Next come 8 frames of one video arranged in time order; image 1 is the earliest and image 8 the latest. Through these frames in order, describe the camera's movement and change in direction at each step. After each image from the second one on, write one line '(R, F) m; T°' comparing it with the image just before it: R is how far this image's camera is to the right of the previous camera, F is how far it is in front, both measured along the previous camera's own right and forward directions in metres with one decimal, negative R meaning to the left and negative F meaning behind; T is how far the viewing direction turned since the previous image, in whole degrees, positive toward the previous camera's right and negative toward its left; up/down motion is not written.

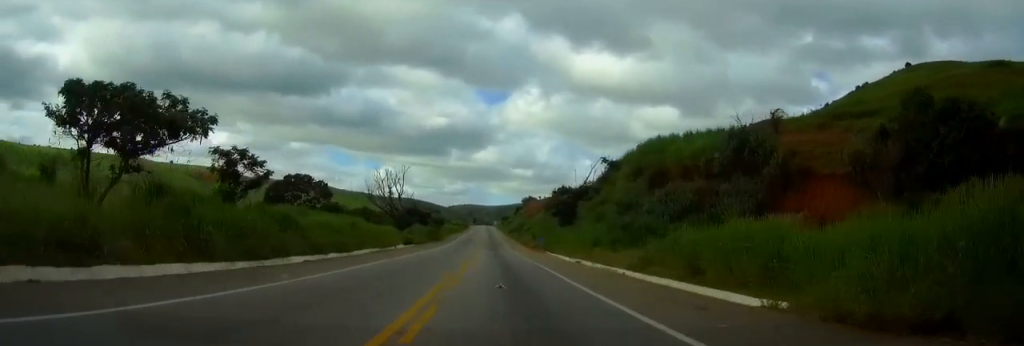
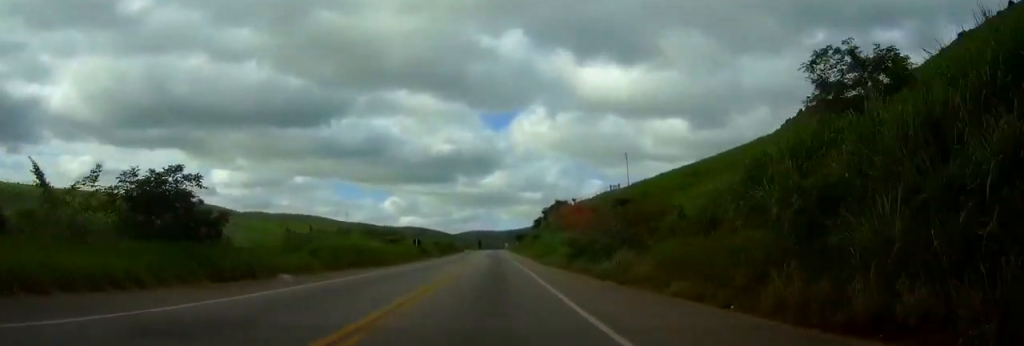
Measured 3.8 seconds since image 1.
(-0.9, +113.2) m; -1°
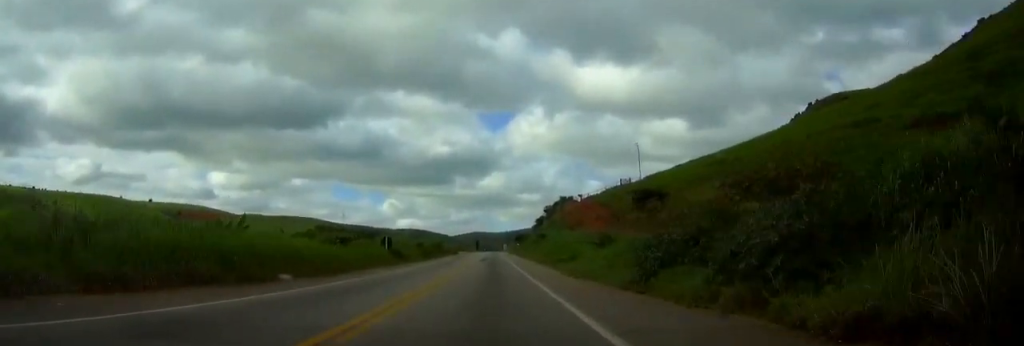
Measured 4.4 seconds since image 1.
(0.0, +19.6) m; 0°
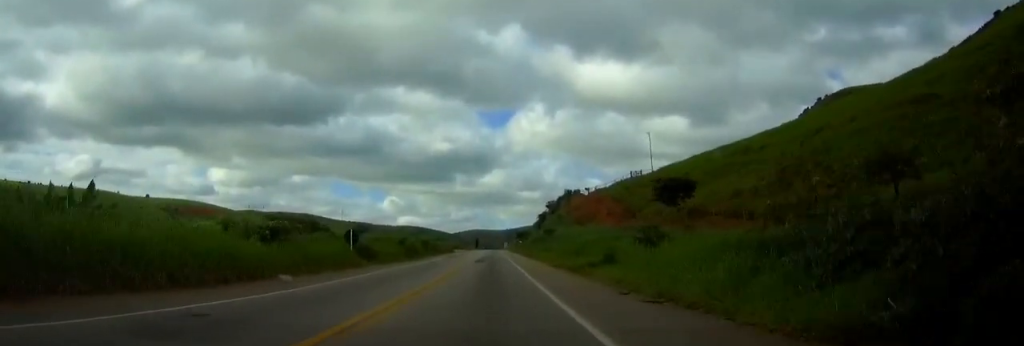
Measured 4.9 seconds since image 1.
(0.0, +13.9) m; 0°
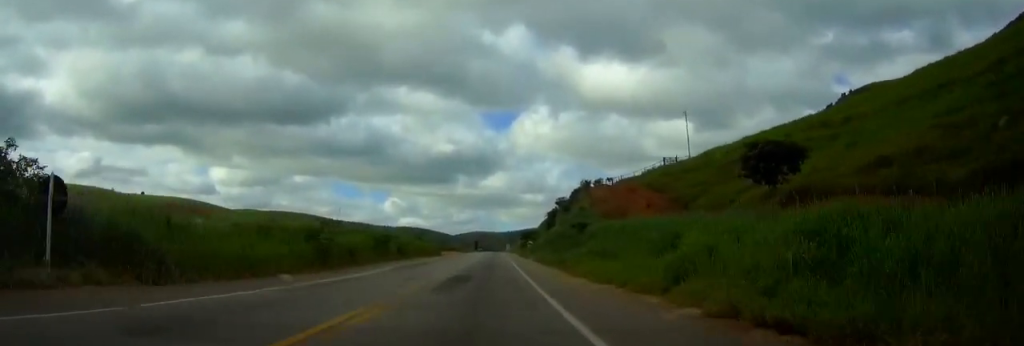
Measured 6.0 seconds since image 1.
(-0.1, +32.1) m; 0°
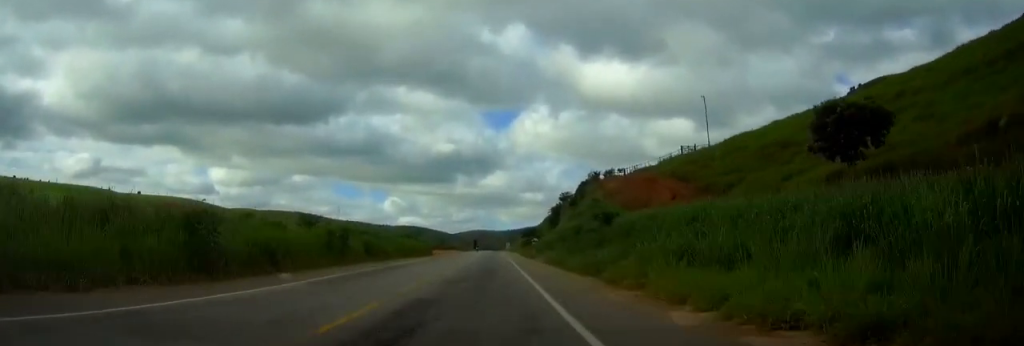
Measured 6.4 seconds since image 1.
(0.0, +14.1) m; 0°
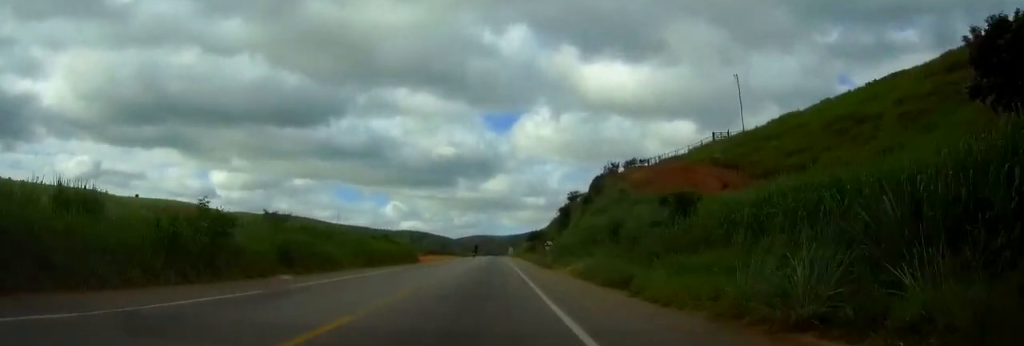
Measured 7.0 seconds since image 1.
(0.0, +18.4) m; 0°
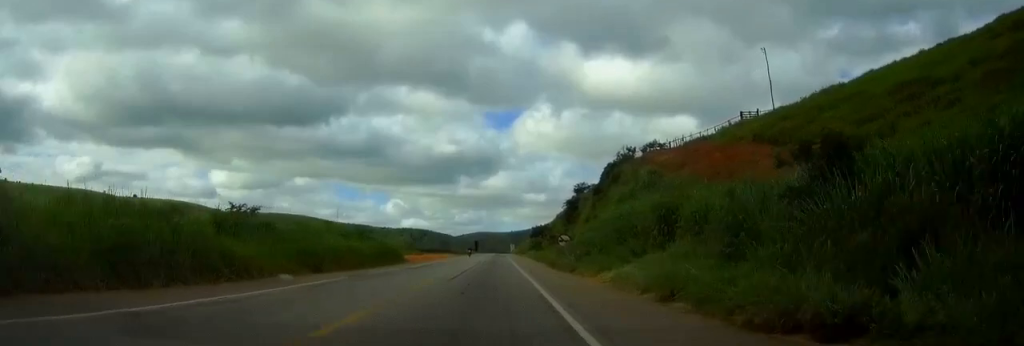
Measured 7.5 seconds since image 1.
(0.0, +13.3) m; 0°
